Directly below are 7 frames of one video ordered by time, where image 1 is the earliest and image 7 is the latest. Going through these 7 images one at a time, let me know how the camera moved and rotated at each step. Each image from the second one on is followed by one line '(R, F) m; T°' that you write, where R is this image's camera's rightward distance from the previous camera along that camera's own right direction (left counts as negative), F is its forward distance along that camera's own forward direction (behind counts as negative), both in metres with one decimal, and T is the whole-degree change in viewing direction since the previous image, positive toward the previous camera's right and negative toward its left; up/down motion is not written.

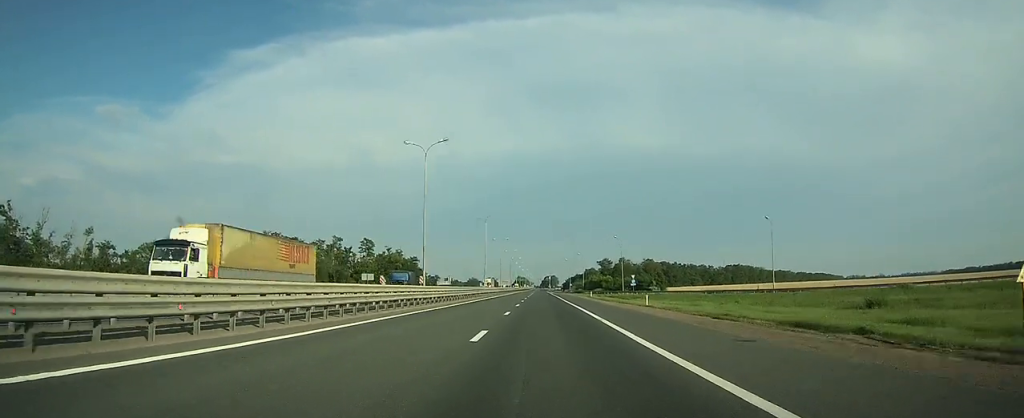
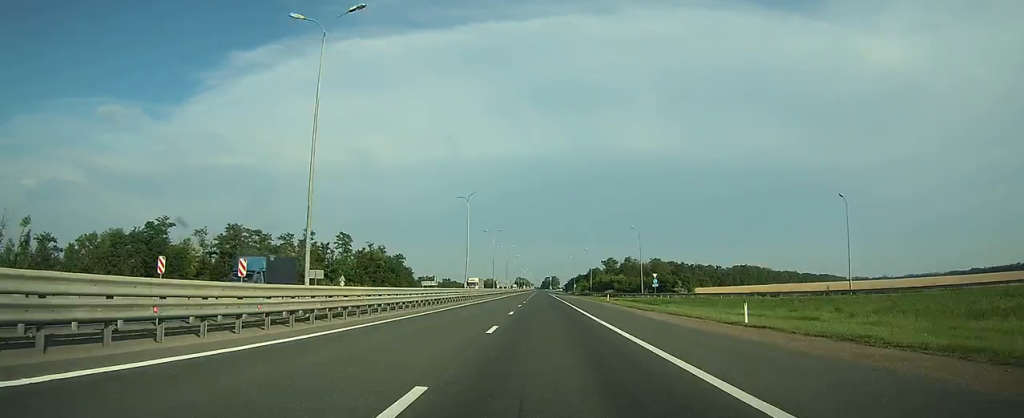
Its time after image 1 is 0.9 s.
(0.0, +20.8) m; 0°
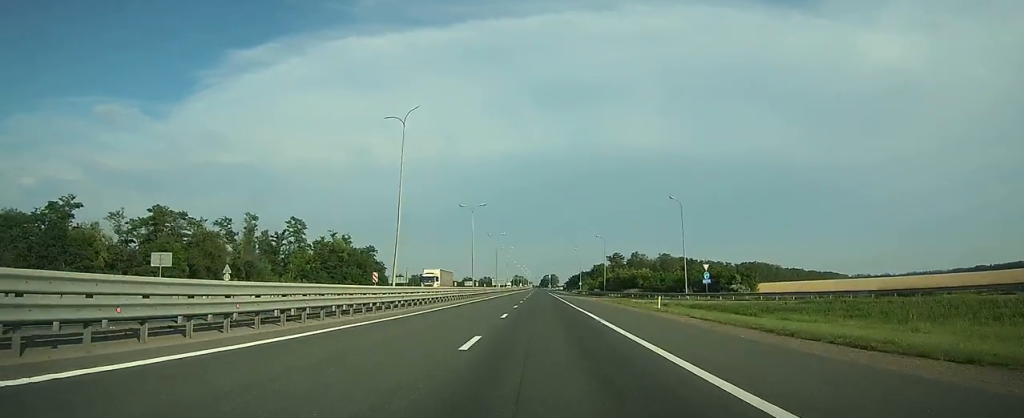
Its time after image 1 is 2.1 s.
(0.0, +28.8) m; 0°
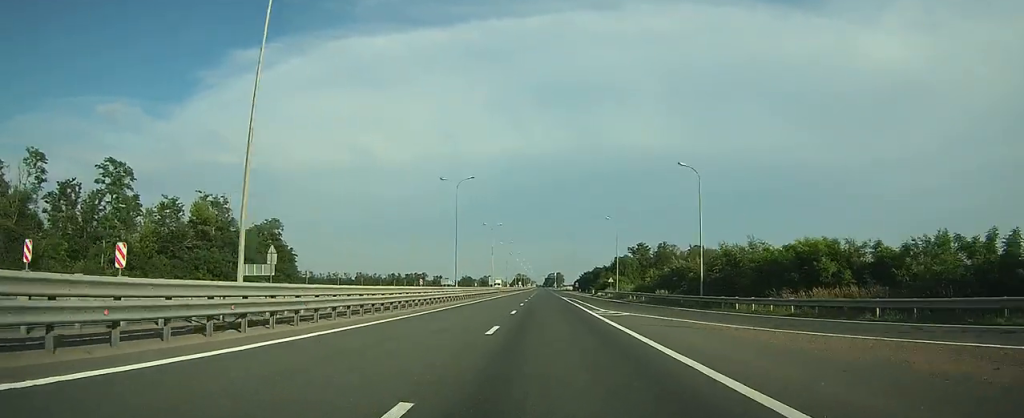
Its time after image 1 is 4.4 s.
(0.0, +55.5) m; 0°
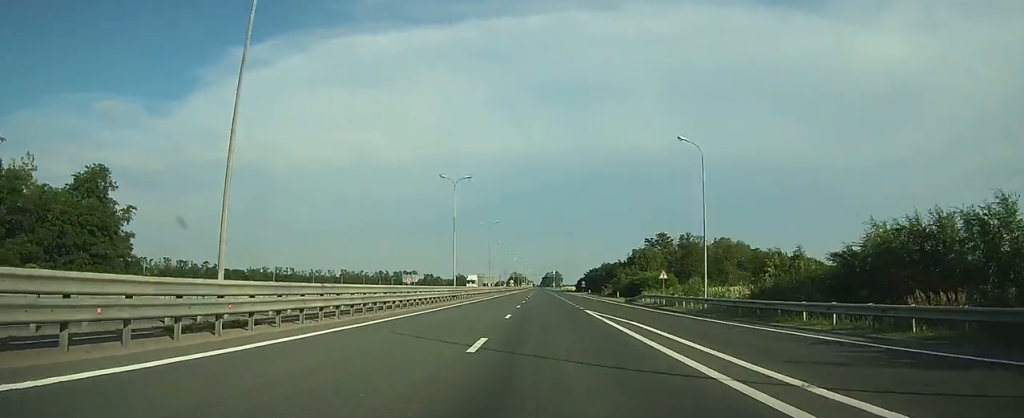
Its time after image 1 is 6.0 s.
(0.0, +38.8) m; 0°
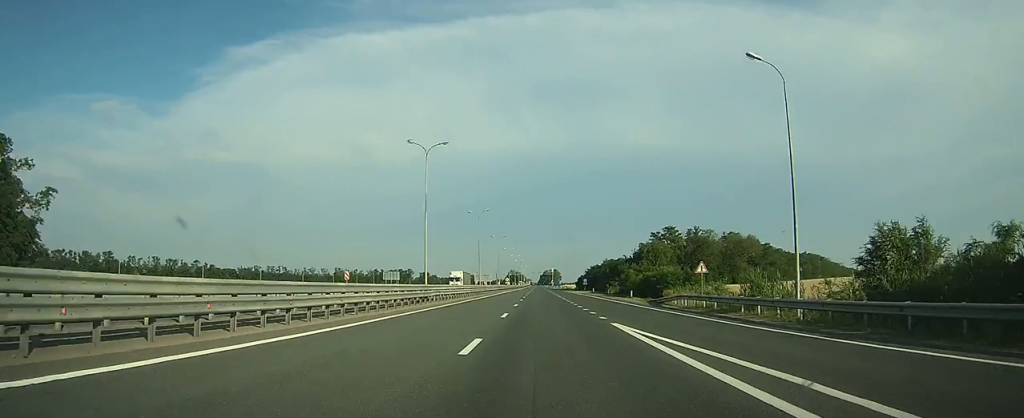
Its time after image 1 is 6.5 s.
(0.0, +12.2) m; 0°
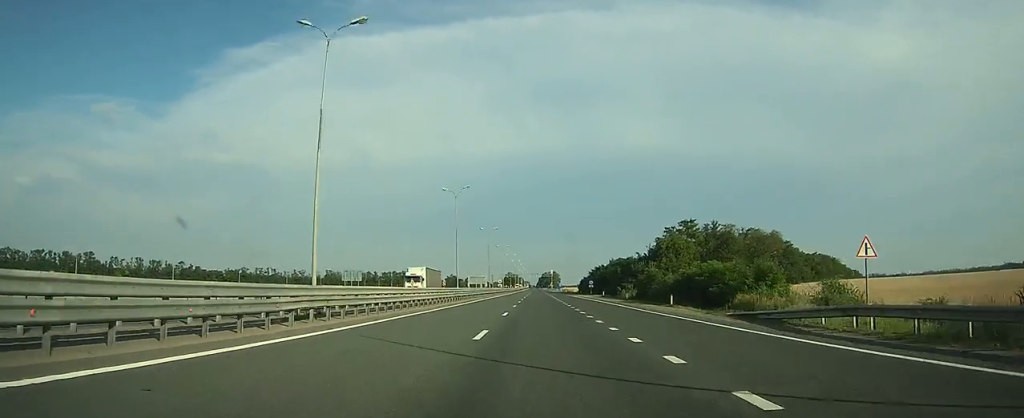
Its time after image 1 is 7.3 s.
(0.0, +19.5) m; 0°
